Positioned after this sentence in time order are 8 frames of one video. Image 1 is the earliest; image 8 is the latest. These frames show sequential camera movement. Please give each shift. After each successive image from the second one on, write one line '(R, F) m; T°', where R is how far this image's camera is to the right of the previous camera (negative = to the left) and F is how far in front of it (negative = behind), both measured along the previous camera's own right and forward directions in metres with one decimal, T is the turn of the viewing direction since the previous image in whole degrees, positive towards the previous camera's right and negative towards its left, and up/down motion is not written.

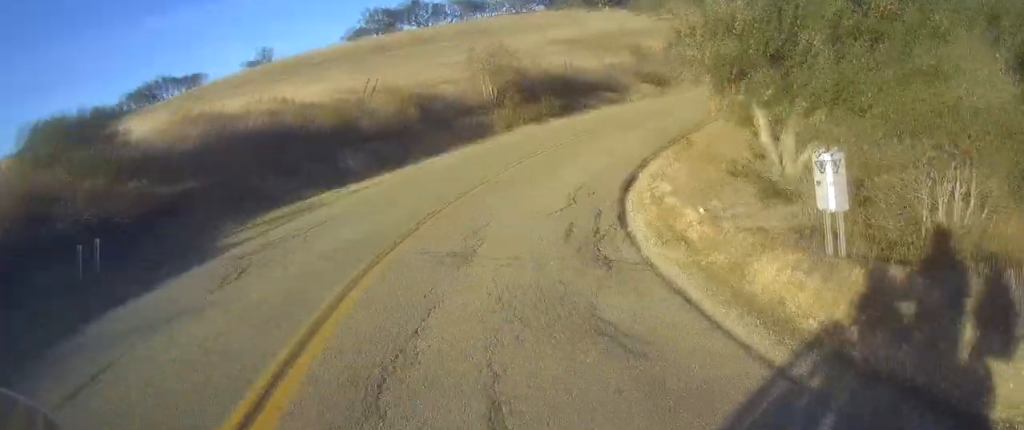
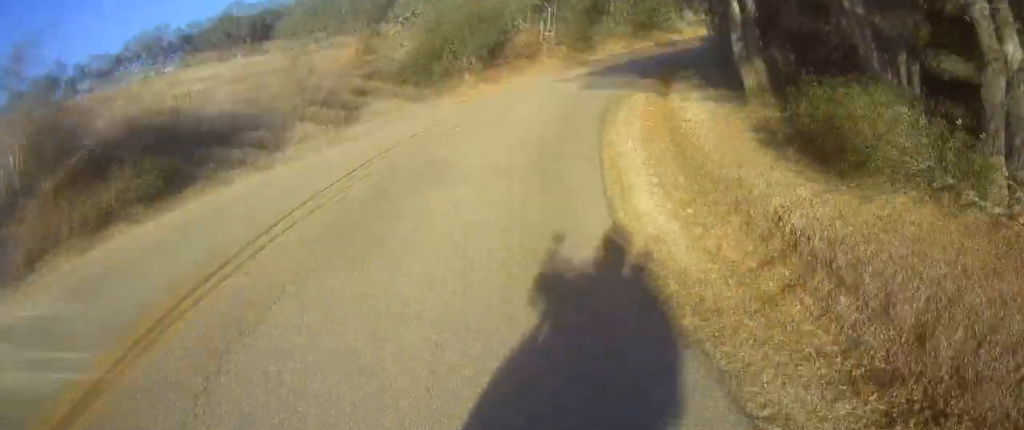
(+1.7, +21.8) m; +15°
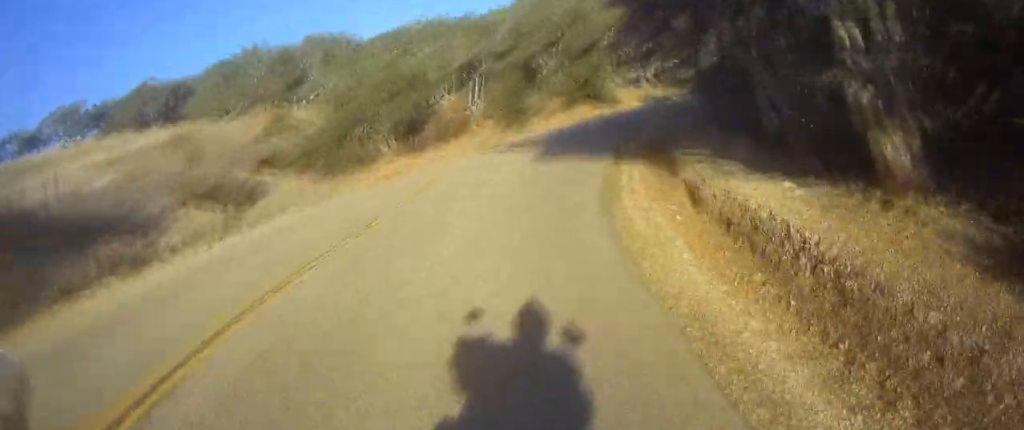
(+0.3, +5.9) m; +9°
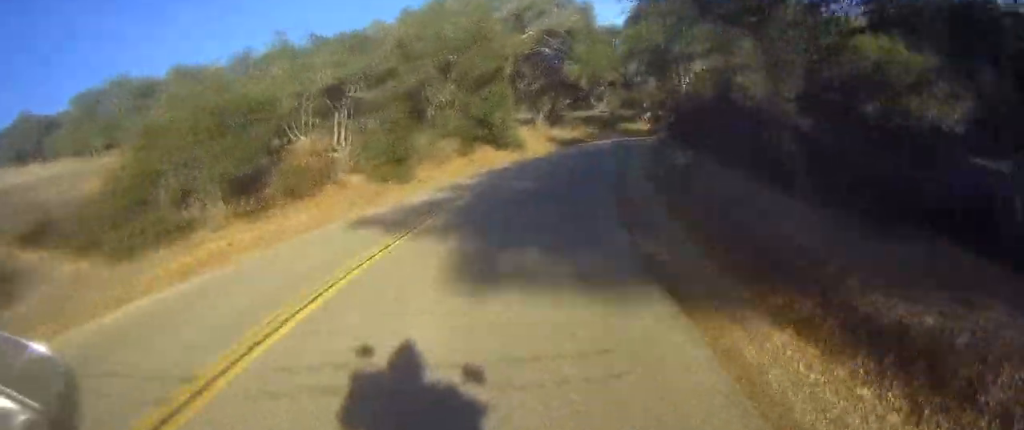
(+1.4, +9.4) m; +16°
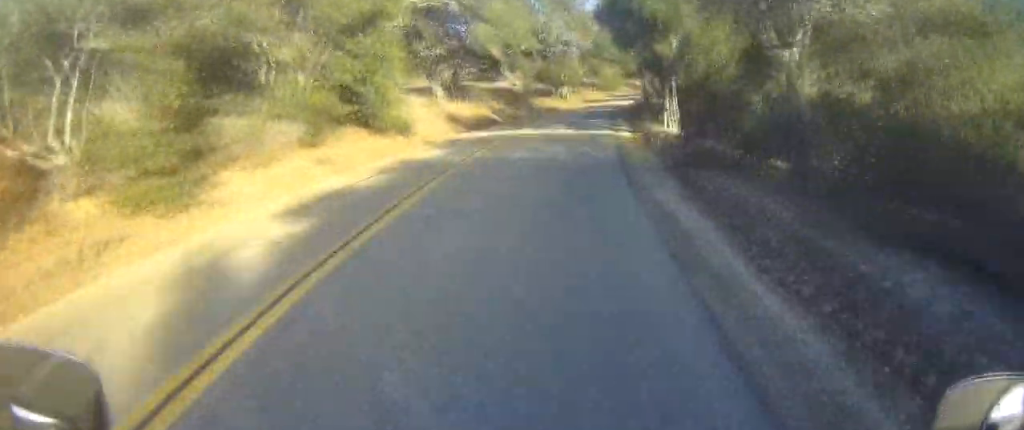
(+2.2, +11.7) m; +17°
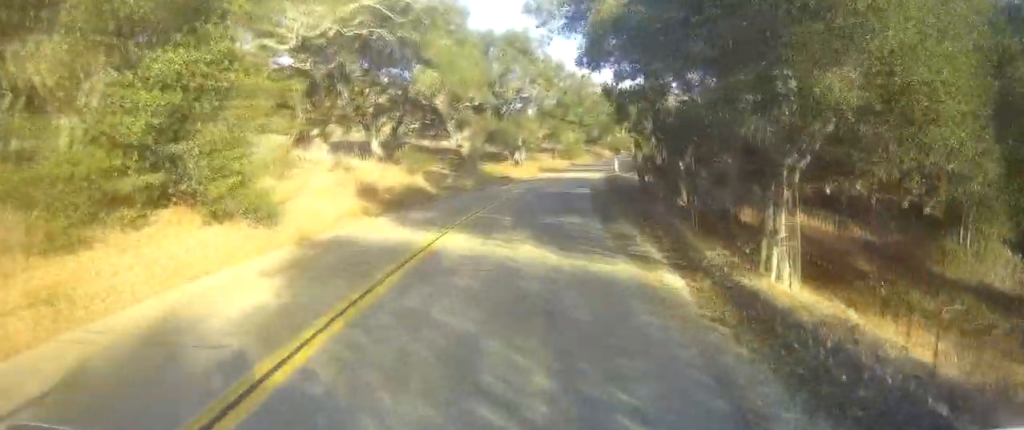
(+0.9, +10.3) m; +8°
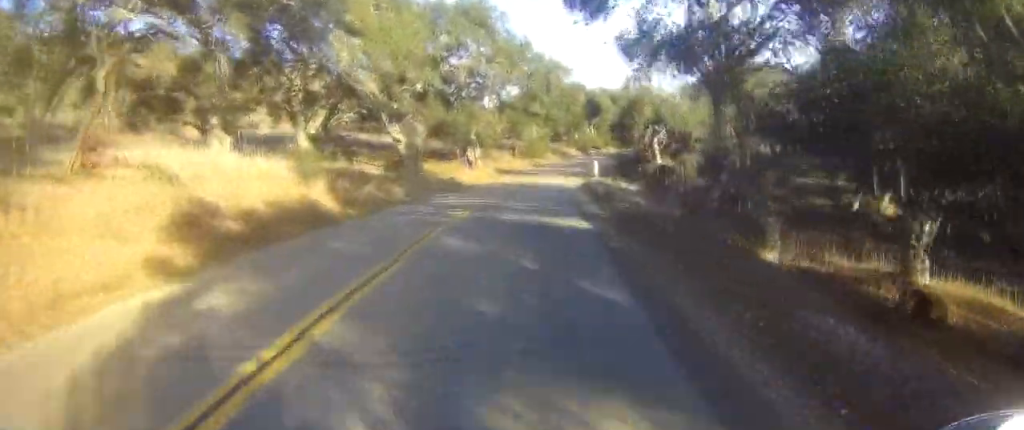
(+0.7, +11.6) m; +4°
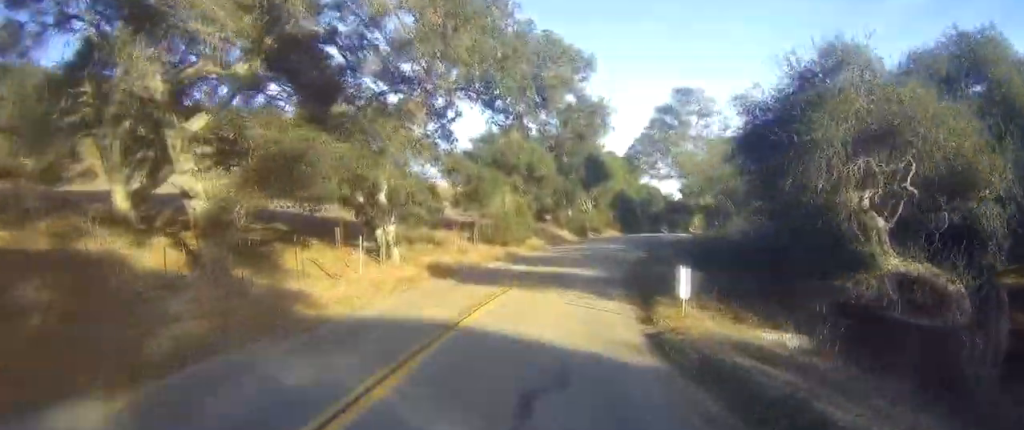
(+0.7, +25.9) m; +2°
